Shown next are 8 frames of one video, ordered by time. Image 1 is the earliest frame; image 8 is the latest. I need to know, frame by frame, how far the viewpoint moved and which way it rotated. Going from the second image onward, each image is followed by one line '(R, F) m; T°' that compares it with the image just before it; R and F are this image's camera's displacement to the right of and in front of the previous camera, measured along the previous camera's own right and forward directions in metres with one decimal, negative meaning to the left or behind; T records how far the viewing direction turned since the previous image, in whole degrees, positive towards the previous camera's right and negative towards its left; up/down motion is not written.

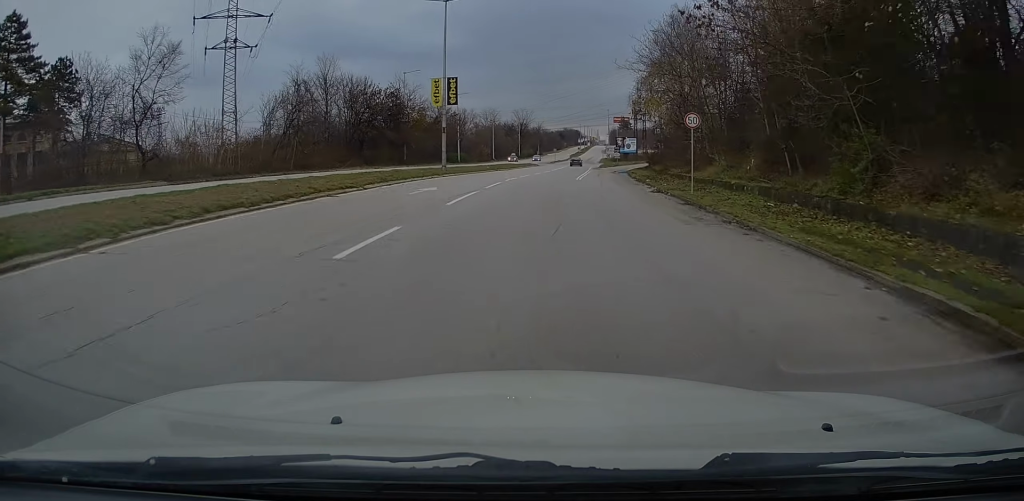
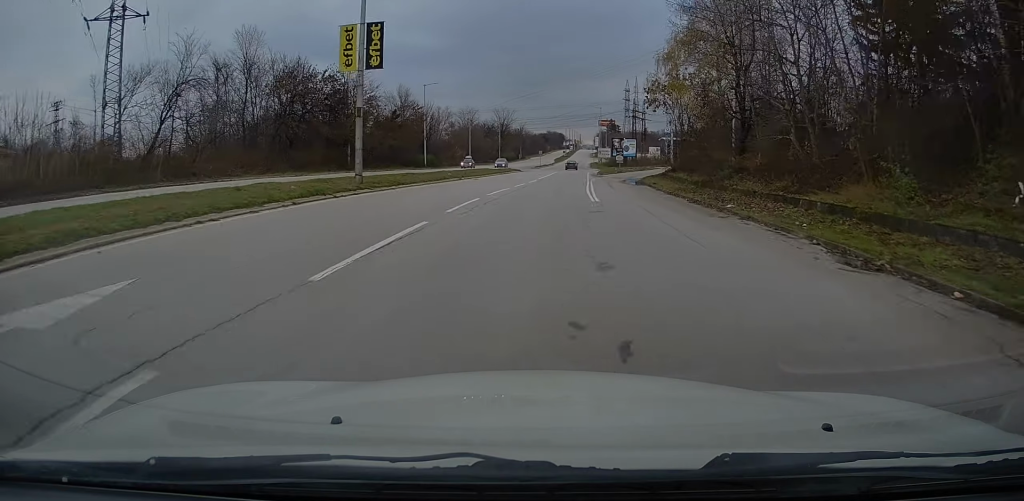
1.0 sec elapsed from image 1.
(+0.3, +19.5) m; +2°
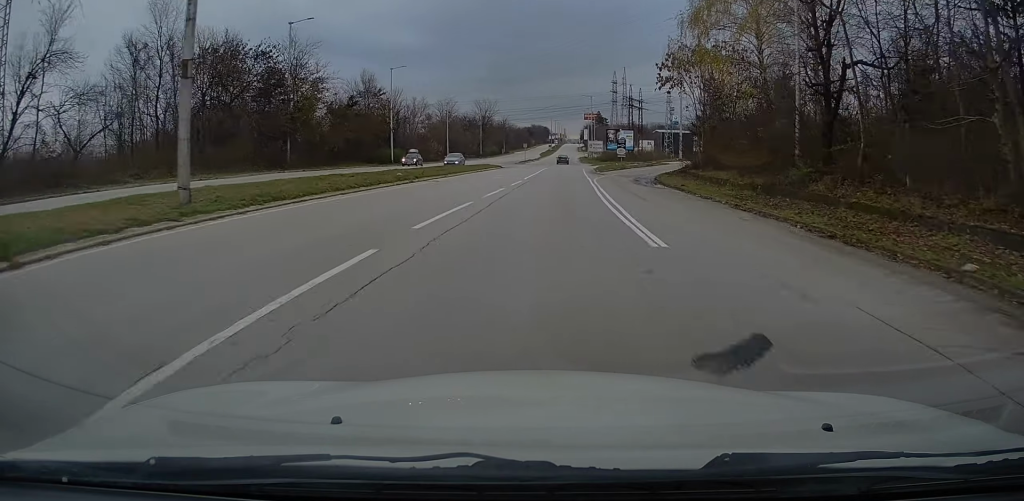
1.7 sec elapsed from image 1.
(0.0, +13.1) m; +1°
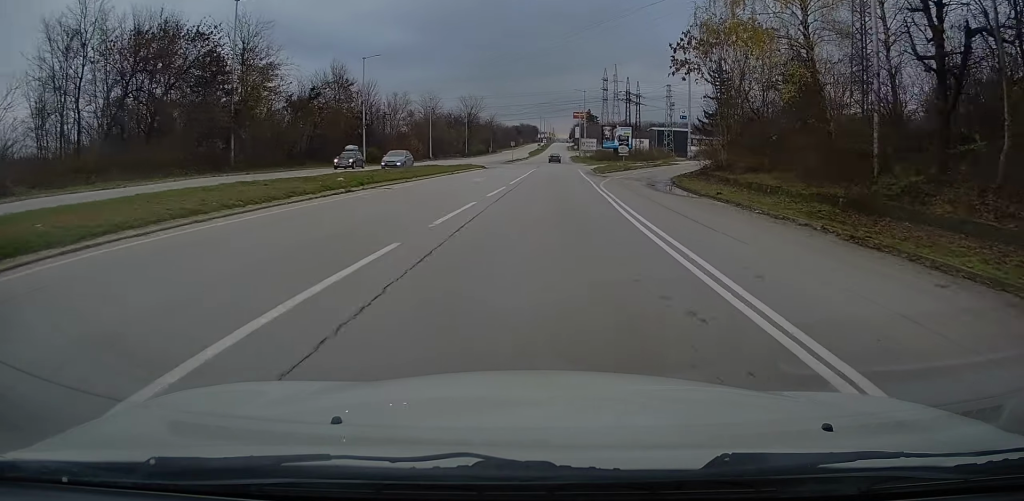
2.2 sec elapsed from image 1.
(+0.2, +8.6) m; +2°
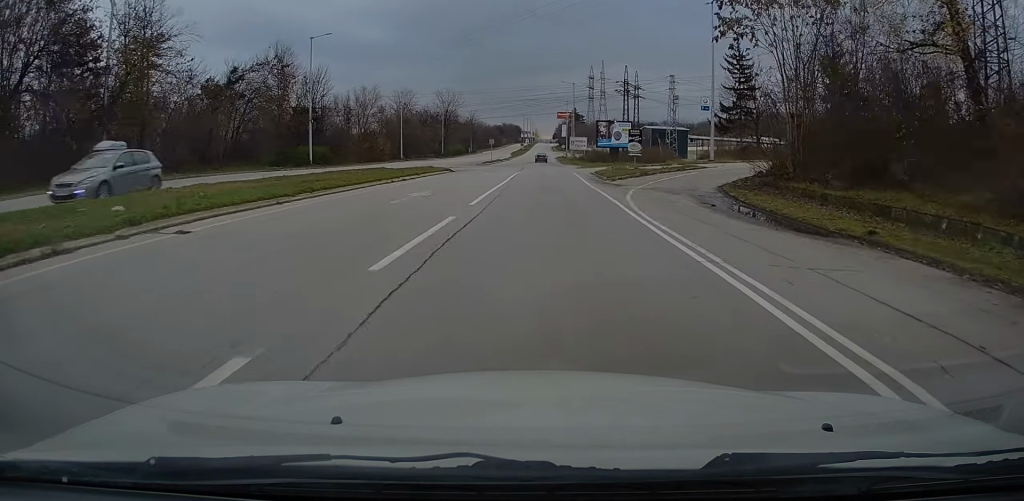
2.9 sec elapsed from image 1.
(+0.3, +13.3) m; +1°
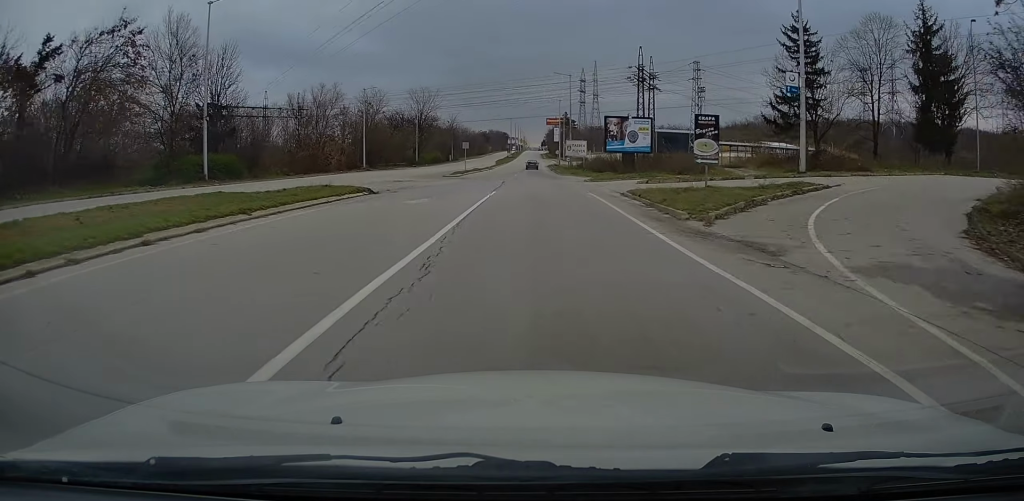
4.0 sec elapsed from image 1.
(+0.1, +19.1) m; 0°
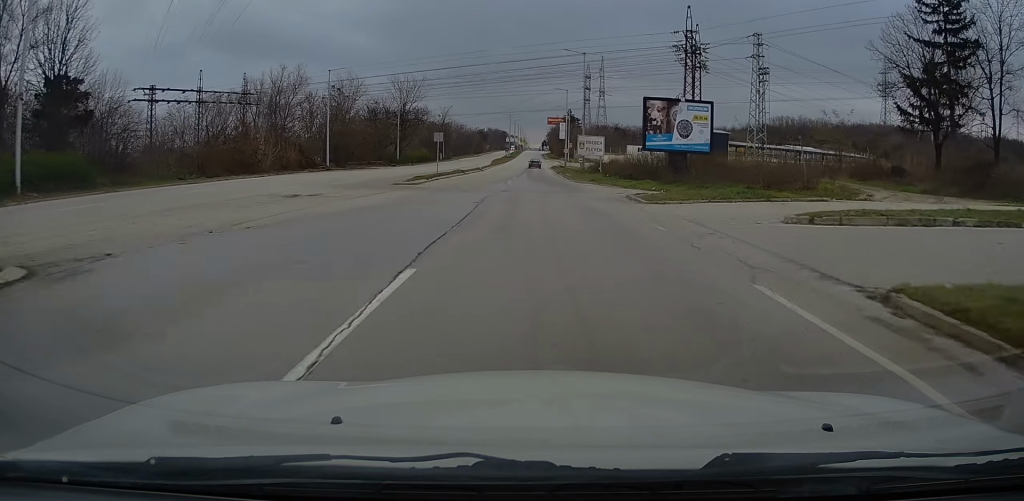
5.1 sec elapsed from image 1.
(-0.2, +18.9) m; 0°
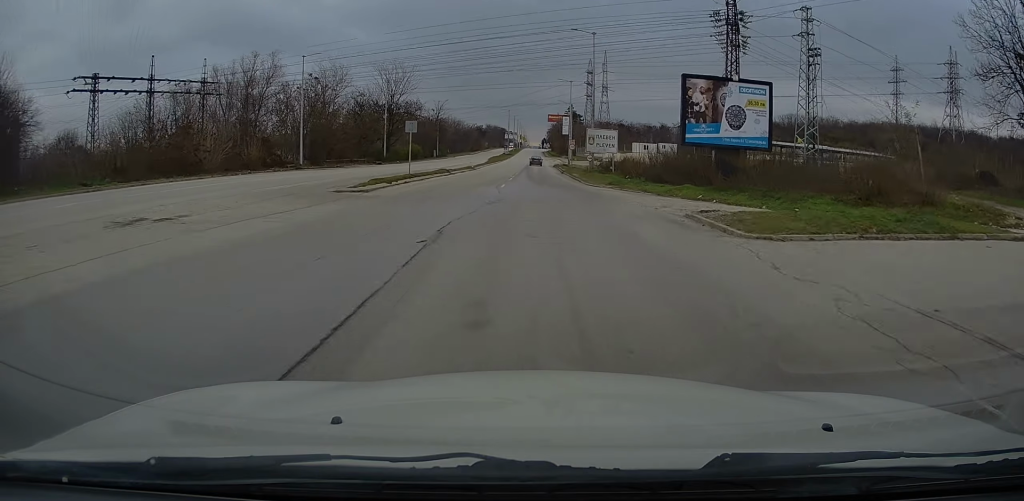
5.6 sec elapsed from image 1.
(-0.1, +9.9) m; +1°
